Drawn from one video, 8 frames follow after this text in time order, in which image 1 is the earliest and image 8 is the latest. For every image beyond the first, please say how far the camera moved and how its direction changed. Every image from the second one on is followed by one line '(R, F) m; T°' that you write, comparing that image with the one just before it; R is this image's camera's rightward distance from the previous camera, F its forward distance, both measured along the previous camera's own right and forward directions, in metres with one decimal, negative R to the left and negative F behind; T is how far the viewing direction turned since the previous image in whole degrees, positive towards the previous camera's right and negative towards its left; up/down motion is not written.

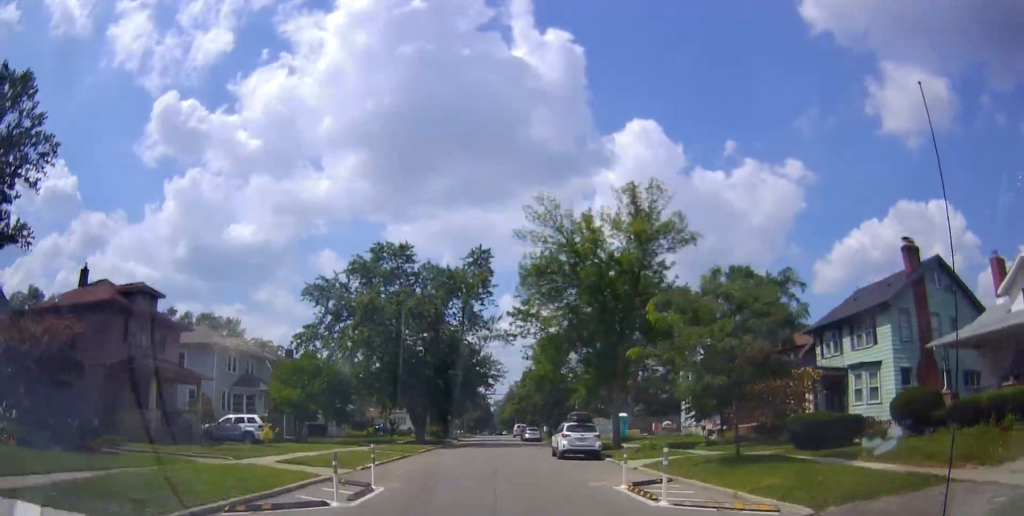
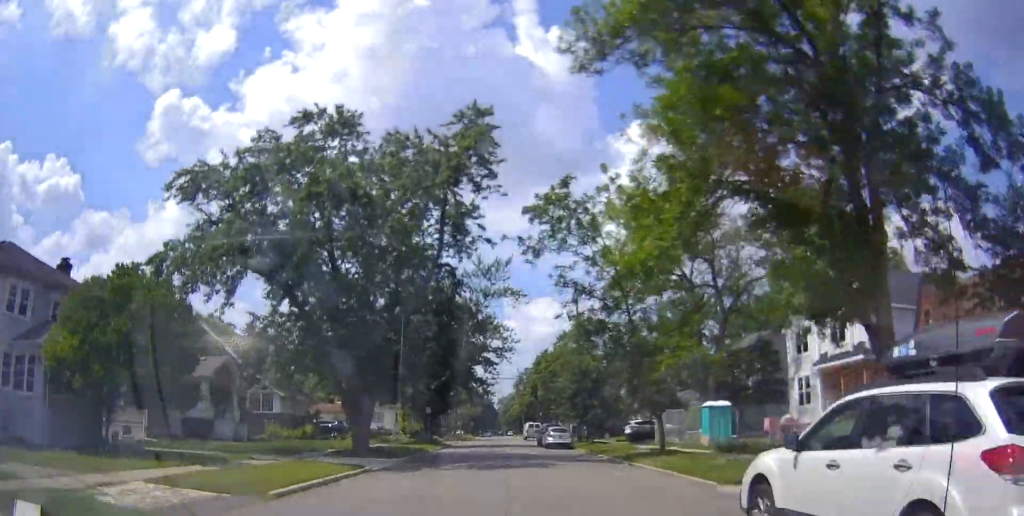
(-0.6, +21.9) m; -1°
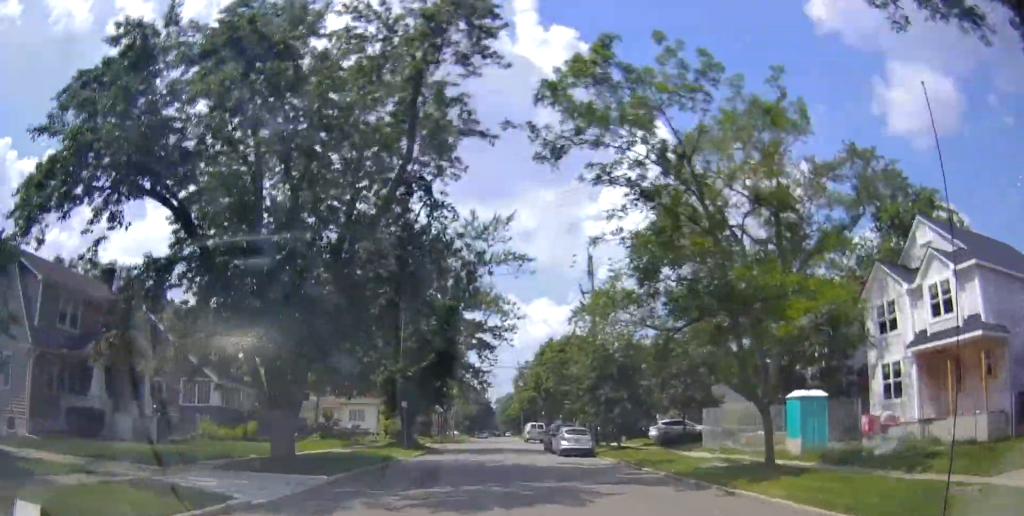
(+0.2, +9.3) m; 0°
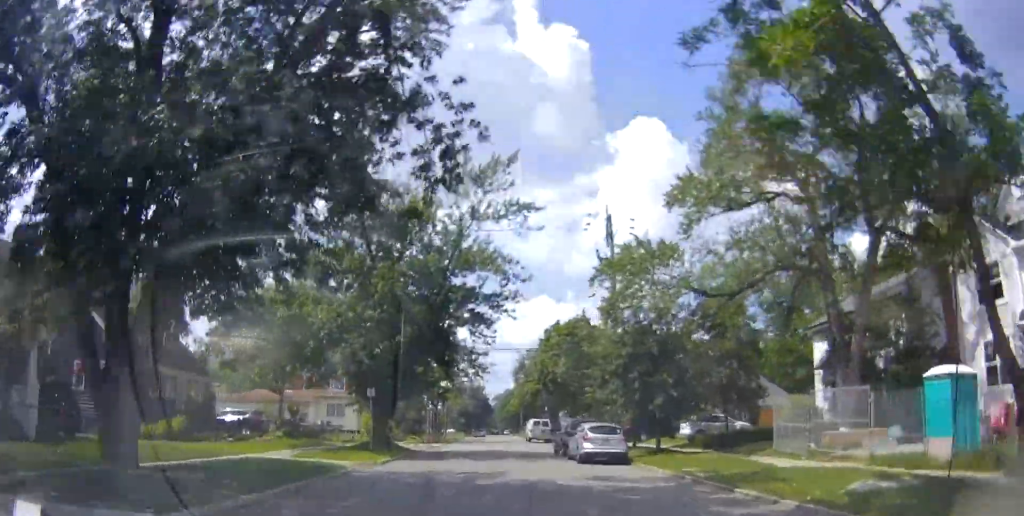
(-0.4, +7.6) m; 0°
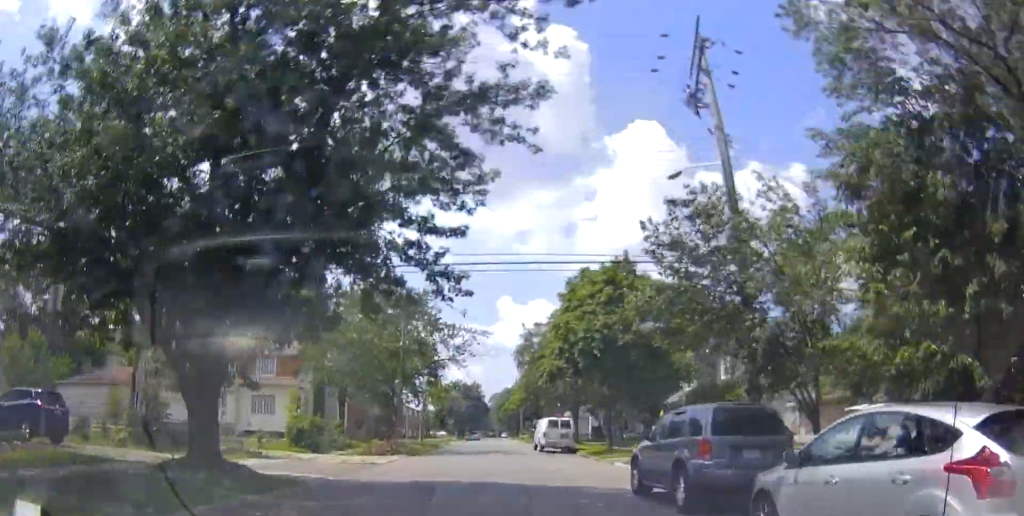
(+0.7, +18.1) m; +3°
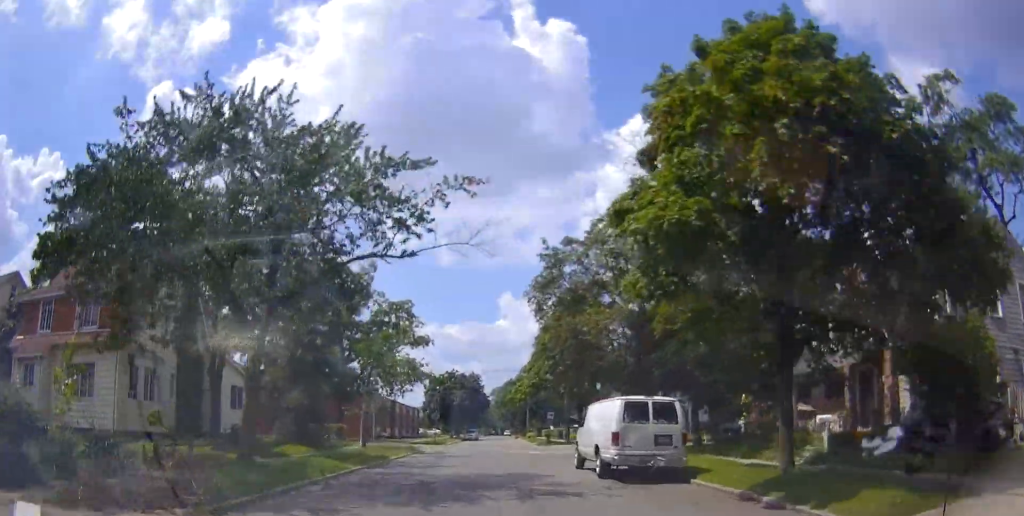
(0.0, +20.2) m; 0°
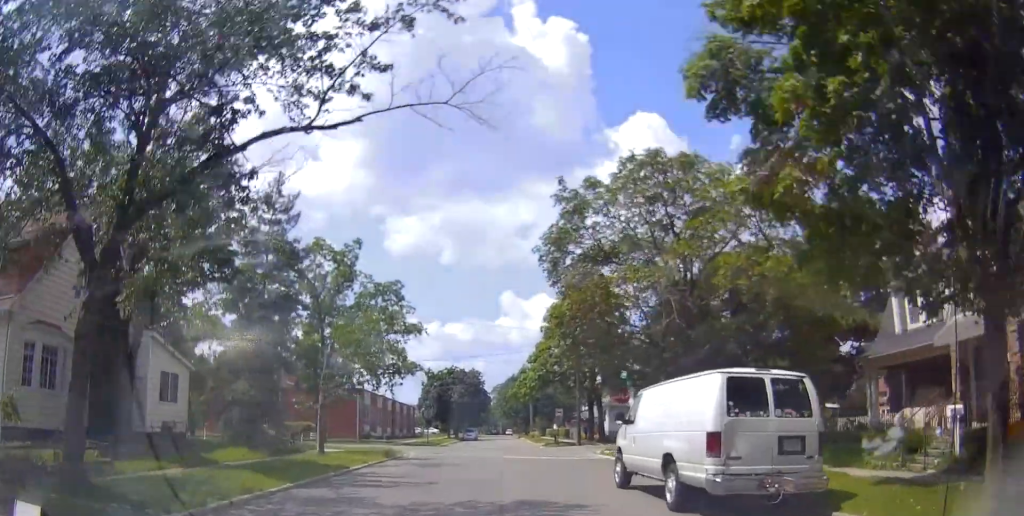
(0.0, +6.6) m; -1°
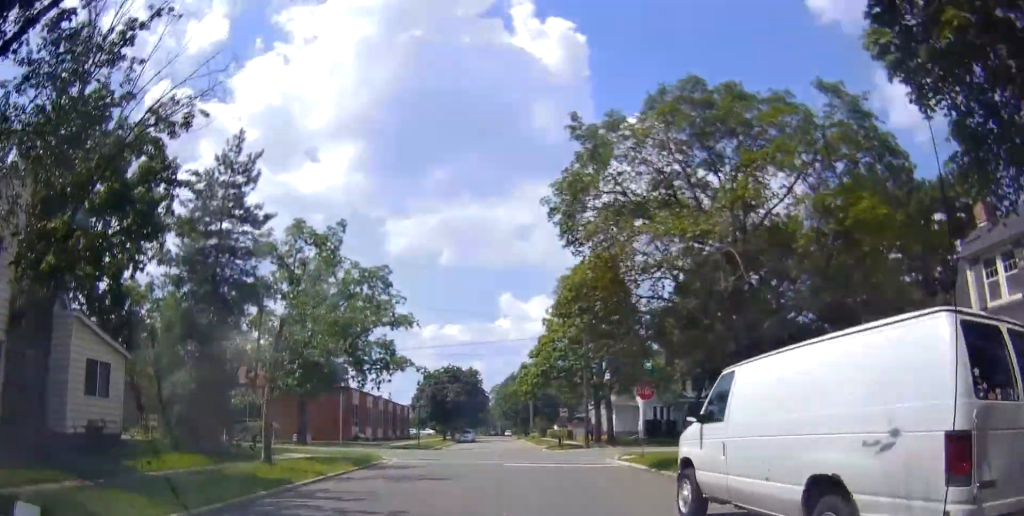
(0.0, +5.0) m; -1°
